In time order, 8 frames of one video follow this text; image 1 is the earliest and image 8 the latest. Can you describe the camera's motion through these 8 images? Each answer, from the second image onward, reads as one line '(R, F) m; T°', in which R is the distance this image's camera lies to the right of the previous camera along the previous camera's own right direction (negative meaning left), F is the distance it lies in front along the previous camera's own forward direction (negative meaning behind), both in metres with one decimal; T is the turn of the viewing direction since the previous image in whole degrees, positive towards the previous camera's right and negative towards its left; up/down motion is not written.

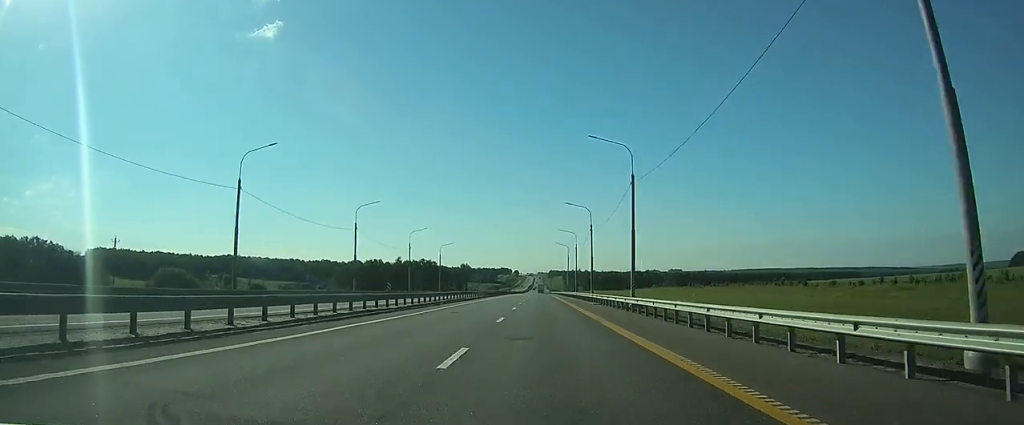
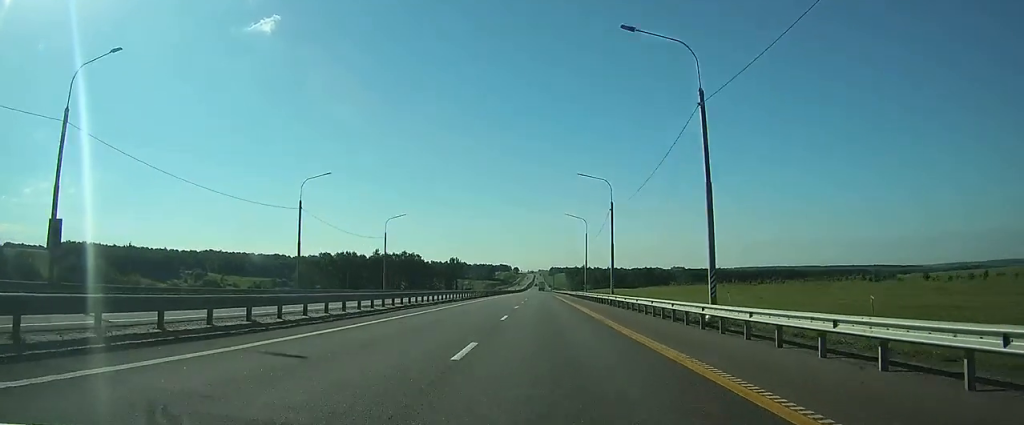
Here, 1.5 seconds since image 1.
(0.0, +47.3) m; 0°
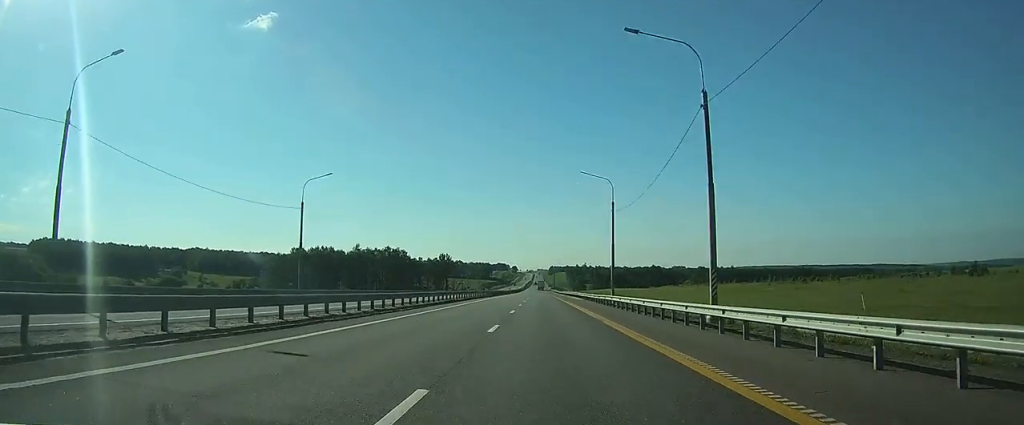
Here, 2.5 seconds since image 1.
(+0.1, +30.0) m; 0°
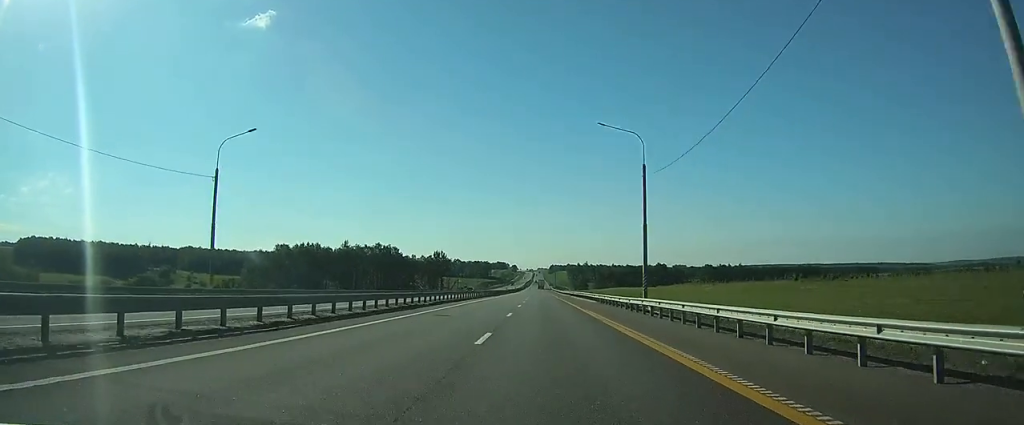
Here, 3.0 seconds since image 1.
(0.0, +15.5) m; 0°
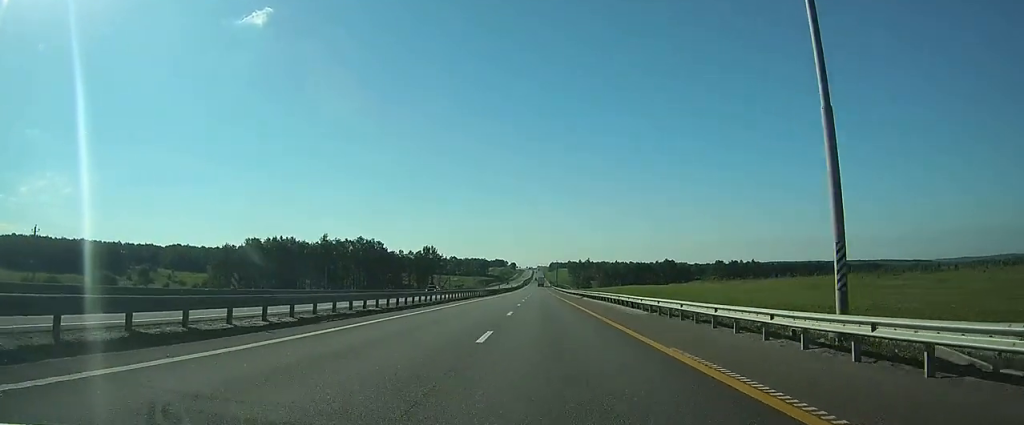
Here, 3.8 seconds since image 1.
(0.0, +23.8) m; 0°
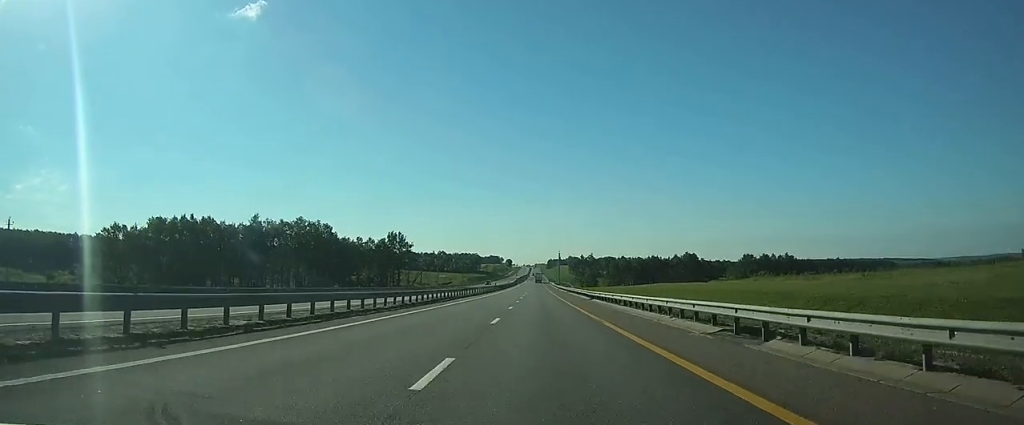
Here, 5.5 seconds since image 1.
(+0.1, +53.6) m; 0°
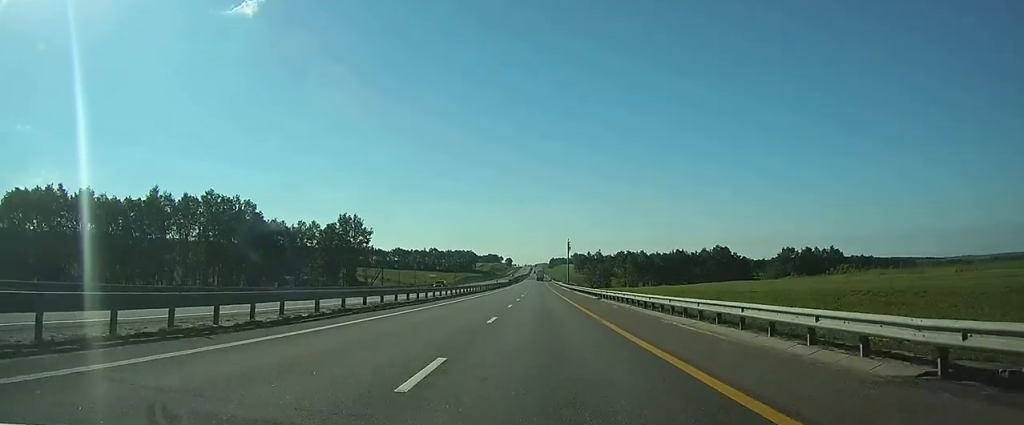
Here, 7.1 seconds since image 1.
(+0.1, +48.2) m; 0°
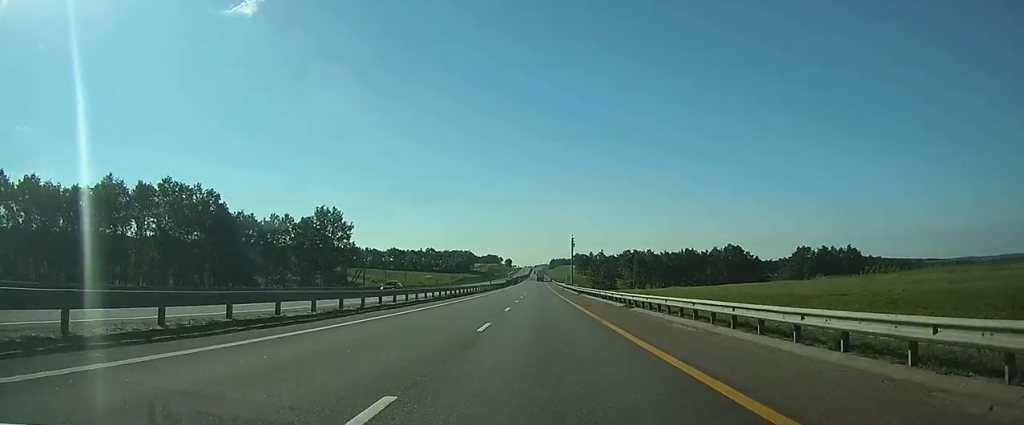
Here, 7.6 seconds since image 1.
(0.0, +15.3) m; 0°
